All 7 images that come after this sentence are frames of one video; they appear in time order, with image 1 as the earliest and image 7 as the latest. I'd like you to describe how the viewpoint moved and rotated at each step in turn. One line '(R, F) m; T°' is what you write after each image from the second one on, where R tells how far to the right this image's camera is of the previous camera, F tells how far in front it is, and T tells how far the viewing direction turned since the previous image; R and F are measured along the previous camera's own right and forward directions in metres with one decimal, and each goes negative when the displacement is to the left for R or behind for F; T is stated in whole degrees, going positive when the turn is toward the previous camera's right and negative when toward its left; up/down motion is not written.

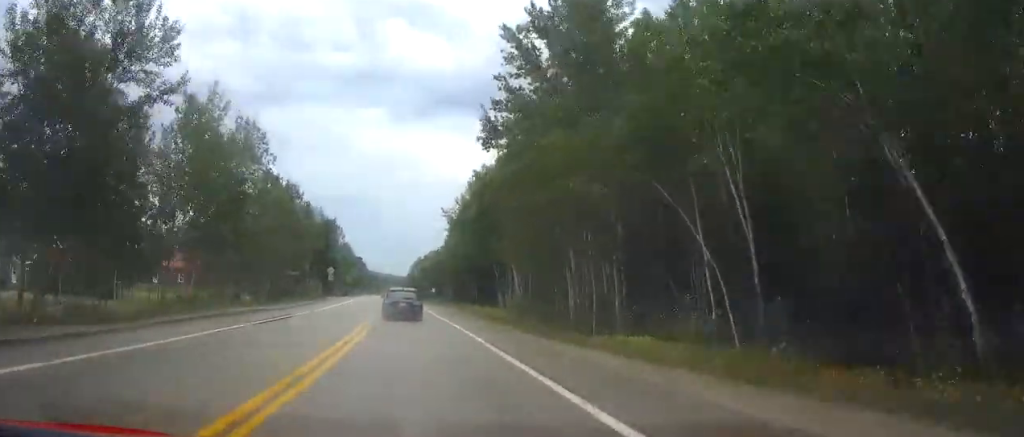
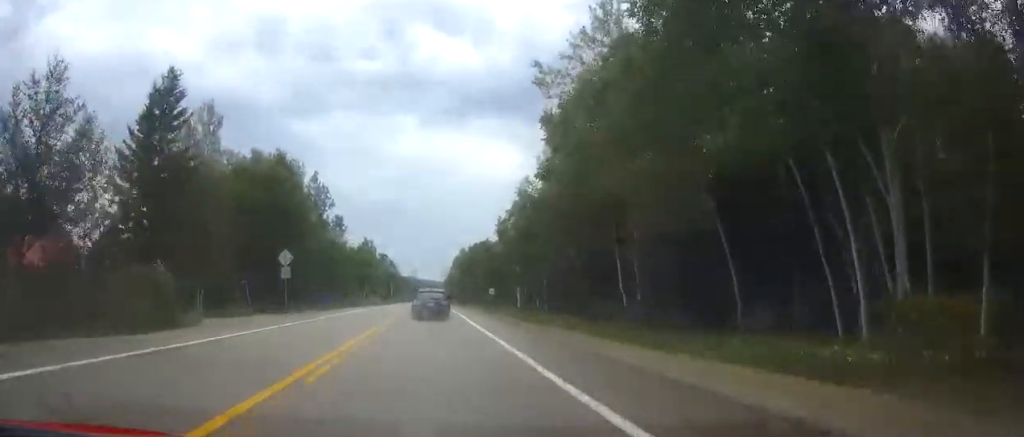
(-2.8, +53.9) m; -5°
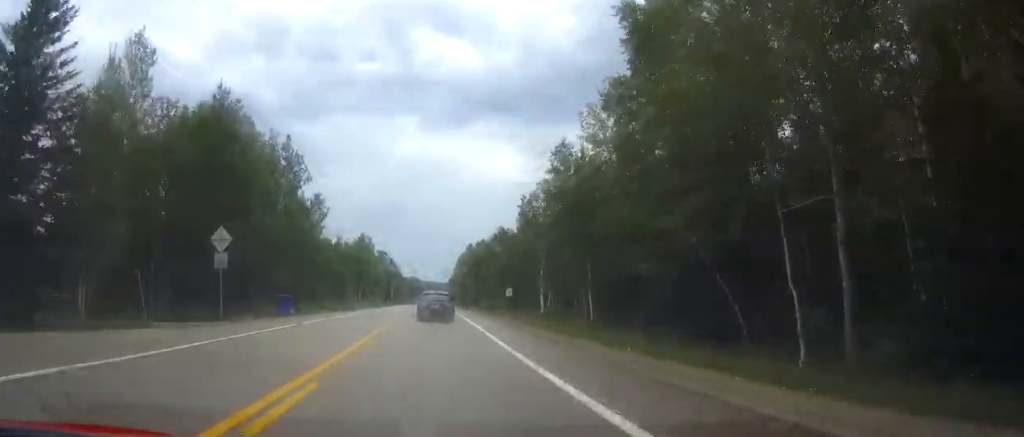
(0.0, +16.0) m; -1°
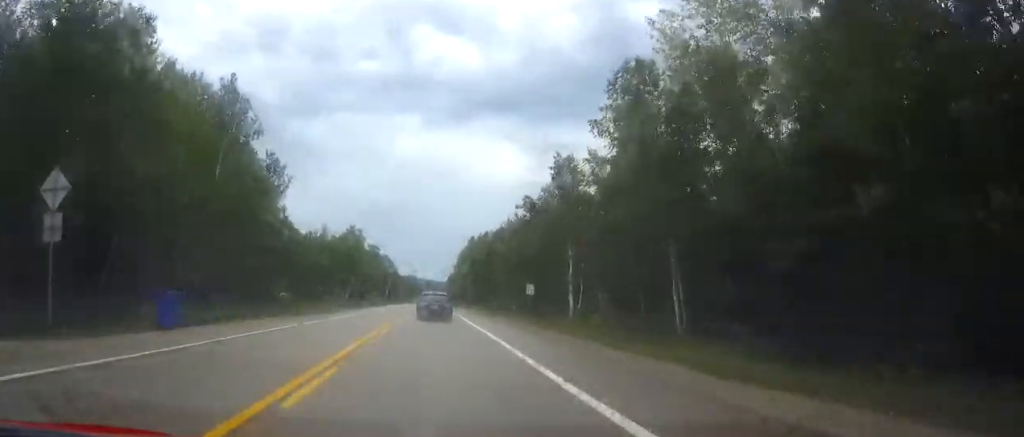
(-0.1, +16.0) m; 0°
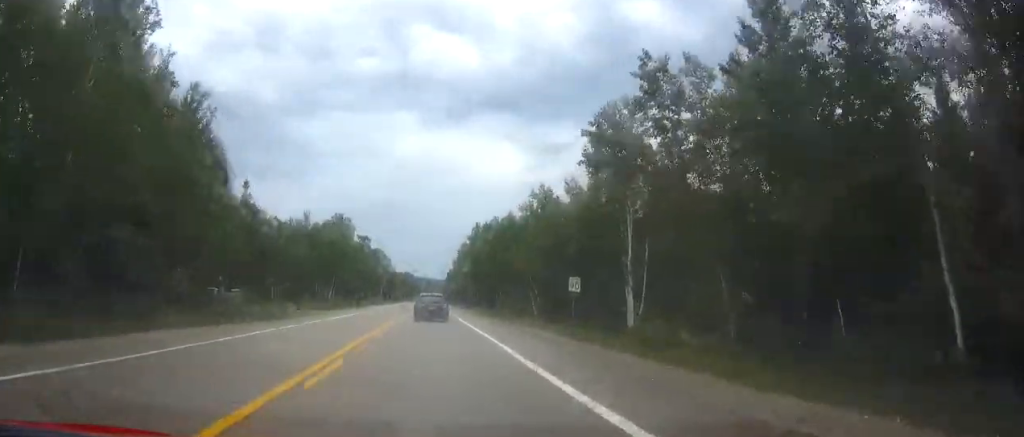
(0.0, +16.9) m; 0°
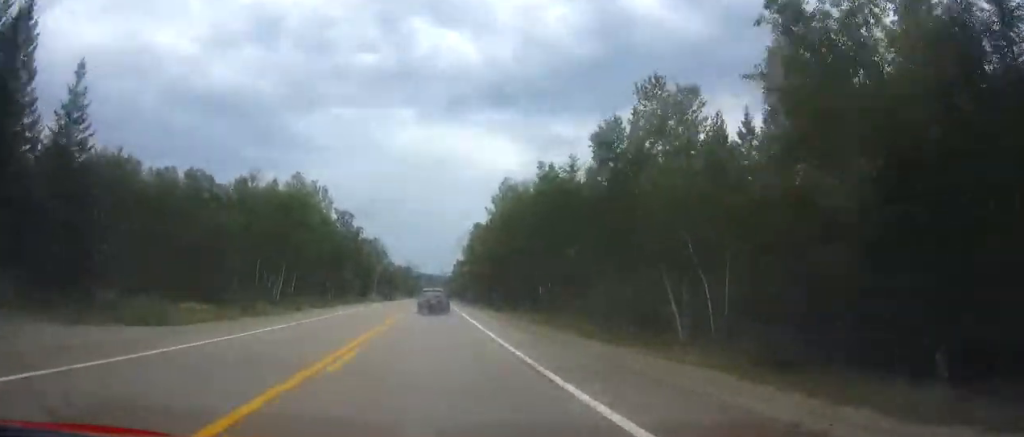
(+0.1, +35.5) m; 0°
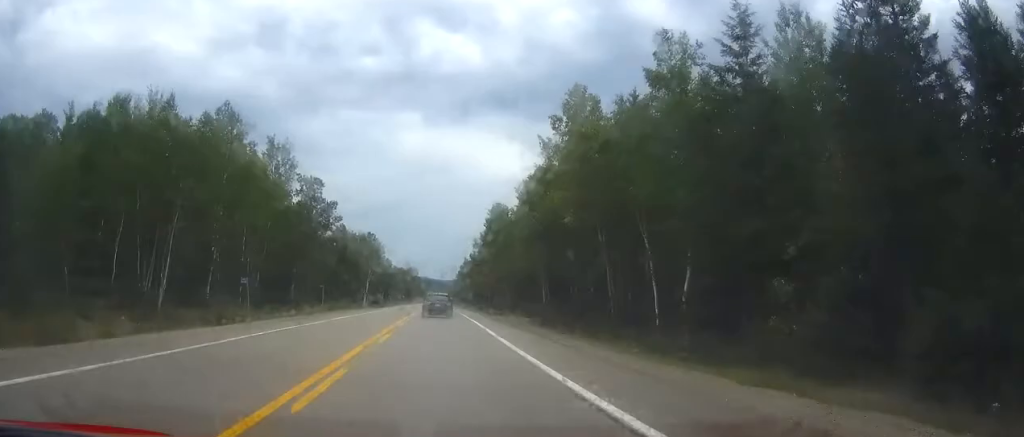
(0.0, +30.0) m; 0°
